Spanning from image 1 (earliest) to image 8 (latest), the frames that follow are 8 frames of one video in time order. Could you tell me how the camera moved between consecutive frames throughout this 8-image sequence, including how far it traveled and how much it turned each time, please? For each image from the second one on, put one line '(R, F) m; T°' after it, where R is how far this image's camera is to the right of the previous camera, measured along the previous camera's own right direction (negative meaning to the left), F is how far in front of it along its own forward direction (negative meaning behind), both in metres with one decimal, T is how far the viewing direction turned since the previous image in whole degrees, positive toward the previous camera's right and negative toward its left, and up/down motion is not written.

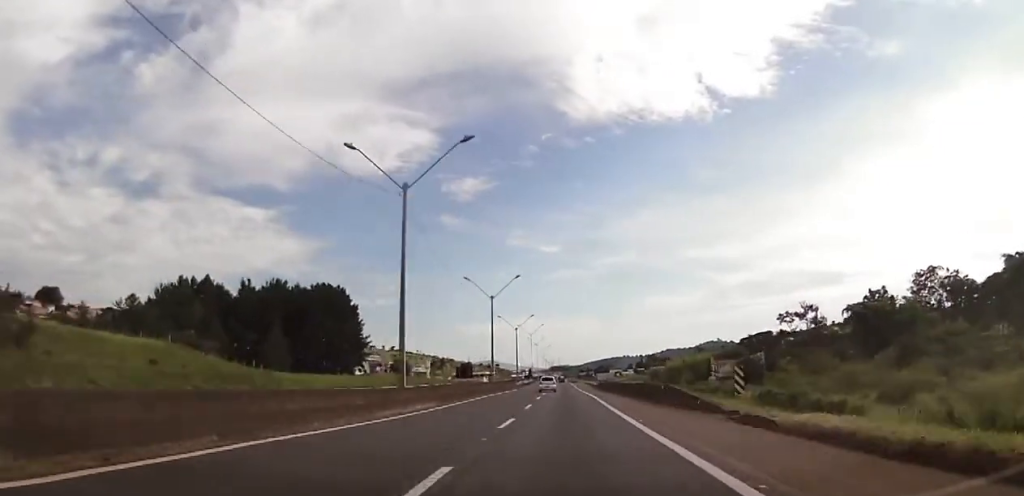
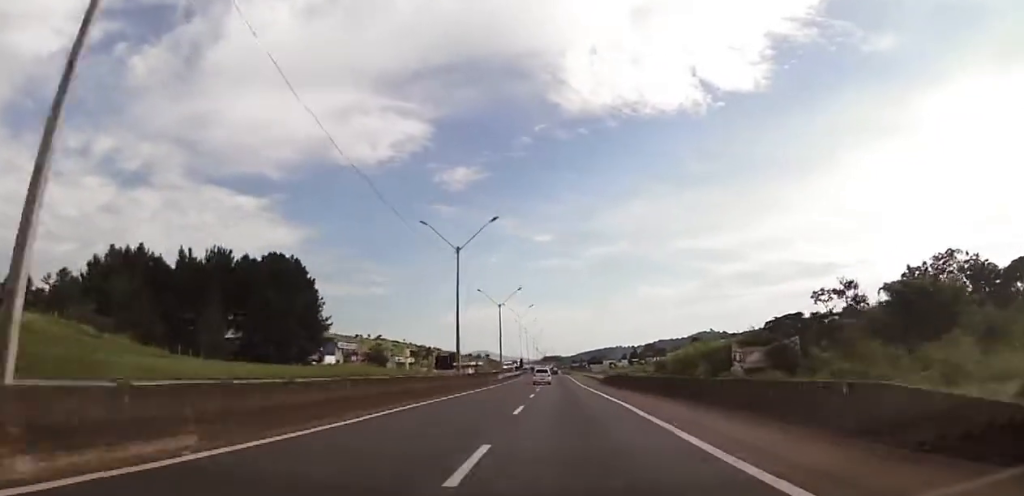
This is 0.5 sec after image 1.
(+0.2, +21.5) m; +1°
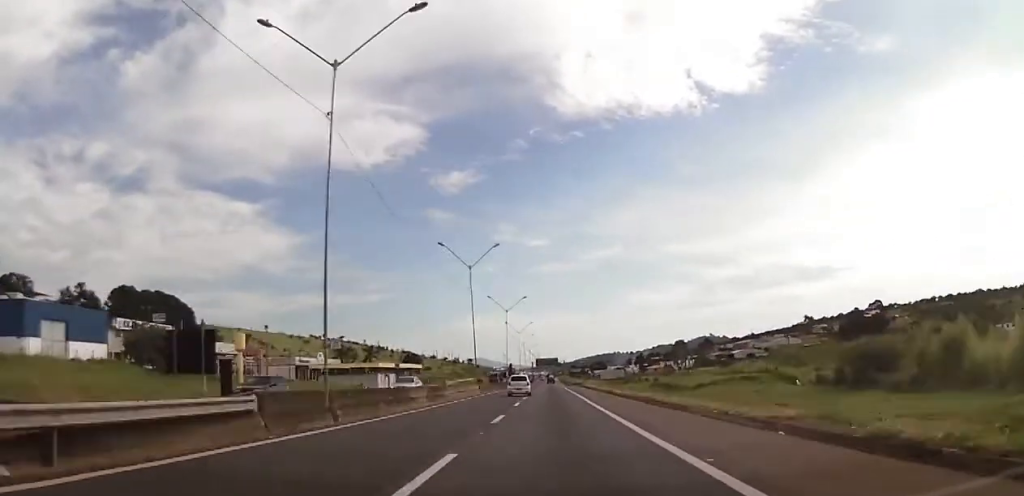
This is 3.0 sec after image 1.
(+3.8, +108.1) m; +3°
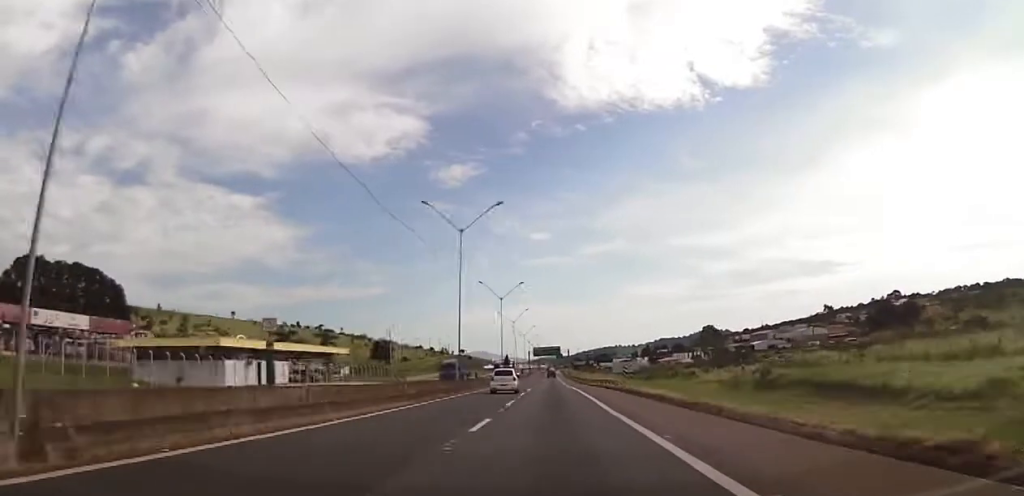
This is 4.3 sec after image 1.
(-0.3, +52.3) m; 0°
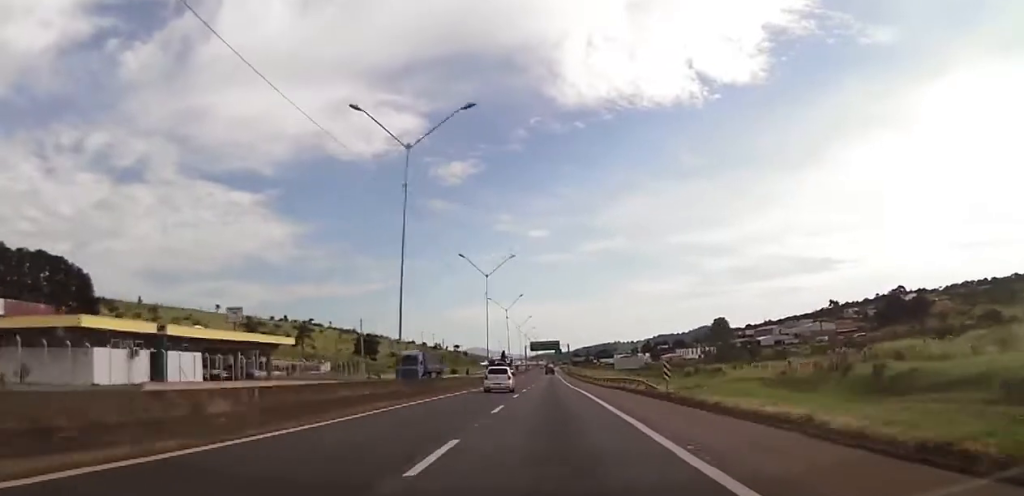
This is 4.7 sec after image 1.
(+0.2, +18.4) m; 0°
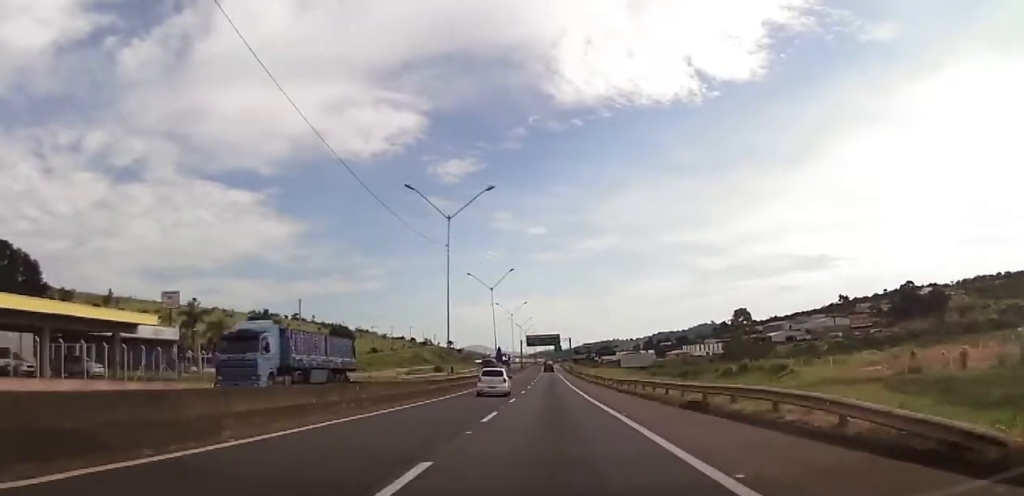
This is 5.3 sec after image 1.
(+0.1, +26.8) m; 0°
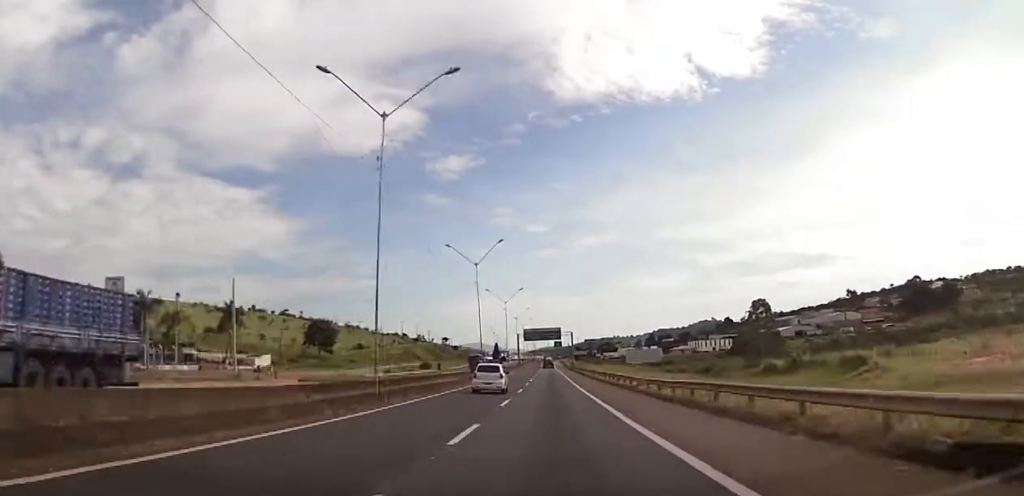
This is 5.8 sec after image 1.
(-0.2, +18.3) m; 0°
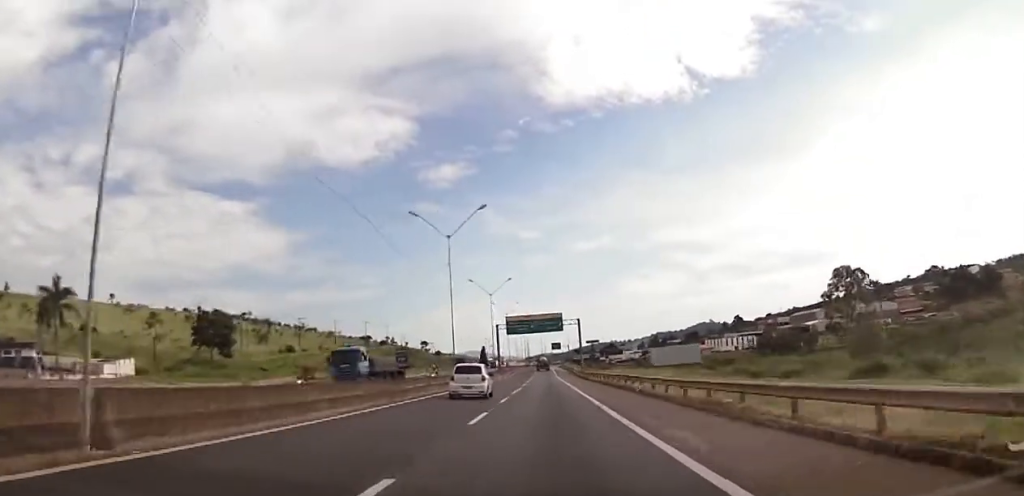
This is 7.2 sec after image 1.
(0.0, +58.1) m; 0°
